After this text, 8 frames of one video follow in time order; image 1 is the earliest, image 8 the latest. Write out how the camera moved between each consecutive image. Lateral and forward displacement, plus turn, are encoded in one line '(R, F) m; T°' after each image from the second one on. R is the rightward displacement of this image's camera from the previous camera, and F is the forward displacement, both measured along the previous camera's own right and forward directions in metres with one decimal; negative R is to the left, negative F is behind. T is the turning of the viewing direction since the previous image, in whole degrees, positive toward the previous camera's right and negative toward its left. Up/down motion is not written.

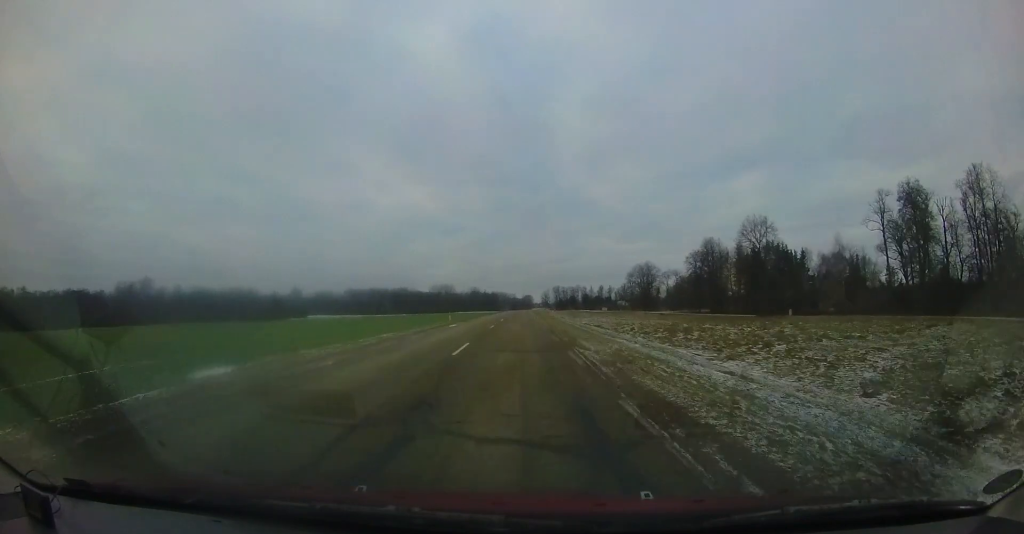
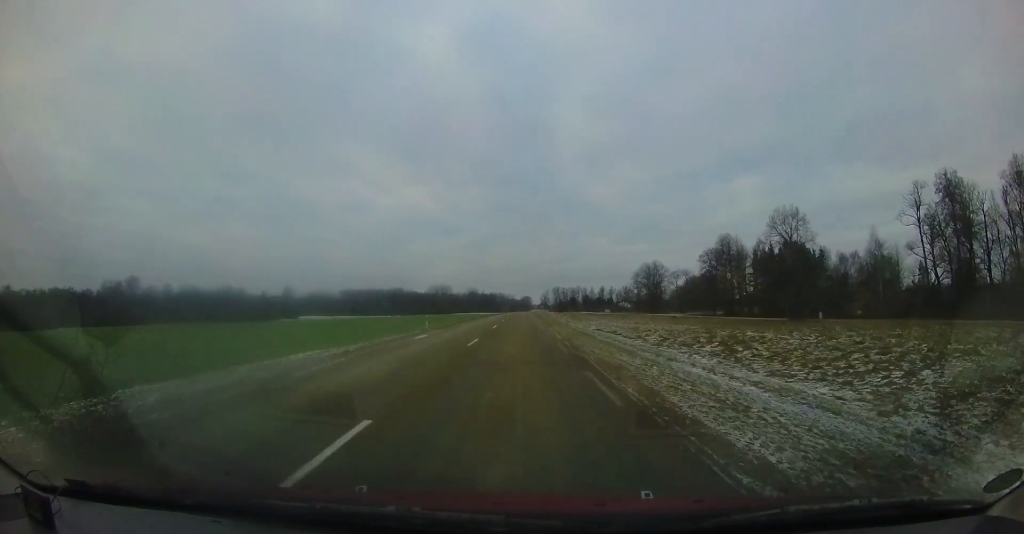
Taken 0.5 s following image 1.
(-0.3, +9.1) m; -1°
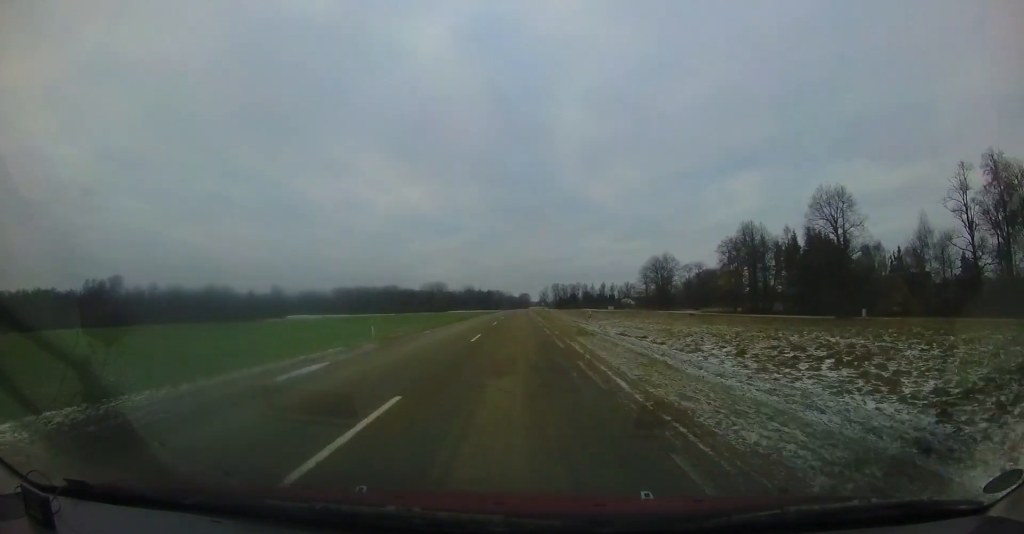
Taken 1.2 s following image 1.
(-0.1, +10.8) m; 0°
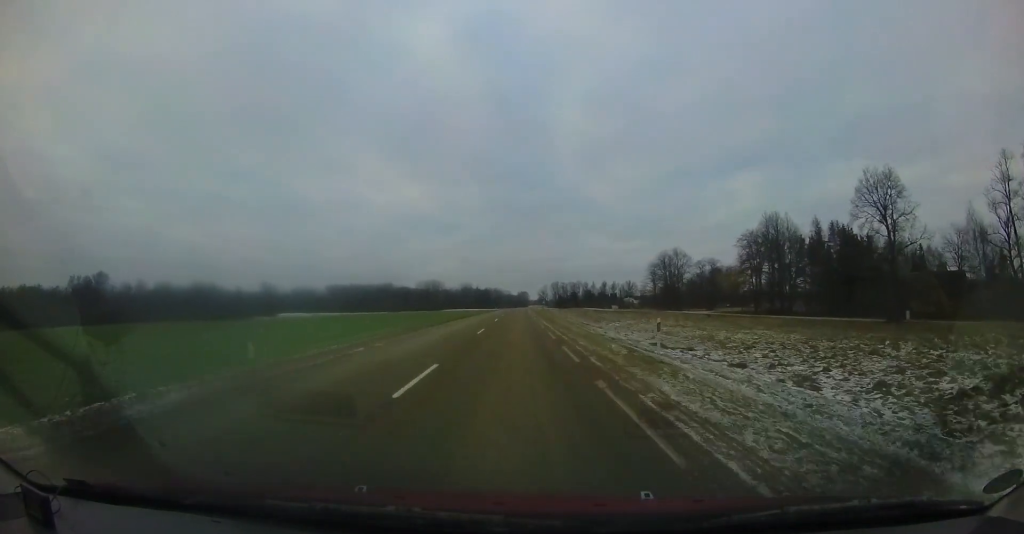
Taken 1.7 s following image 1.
(-0.1, +9.0) m; +1°
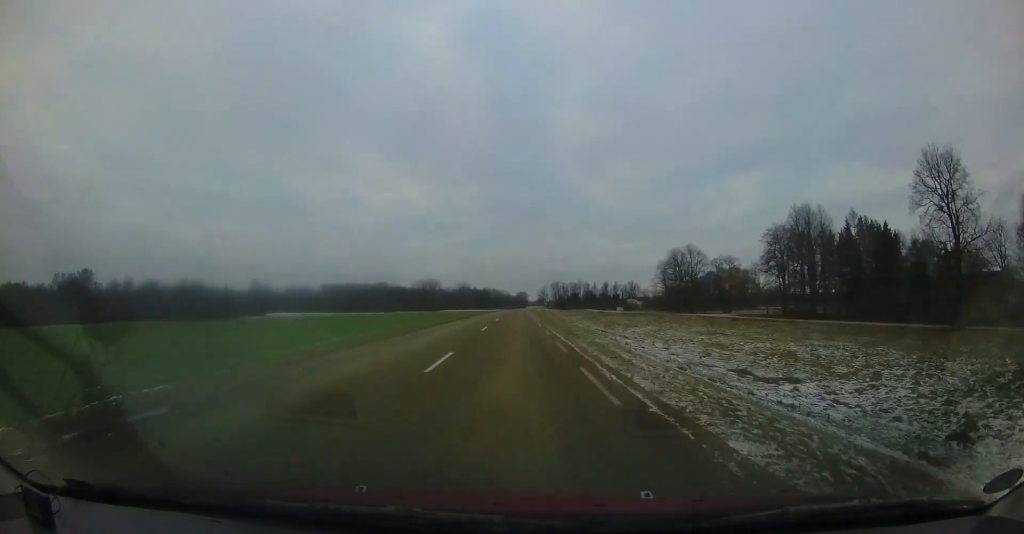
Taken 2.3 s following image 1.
(+0.2, +9.7) m; 0°
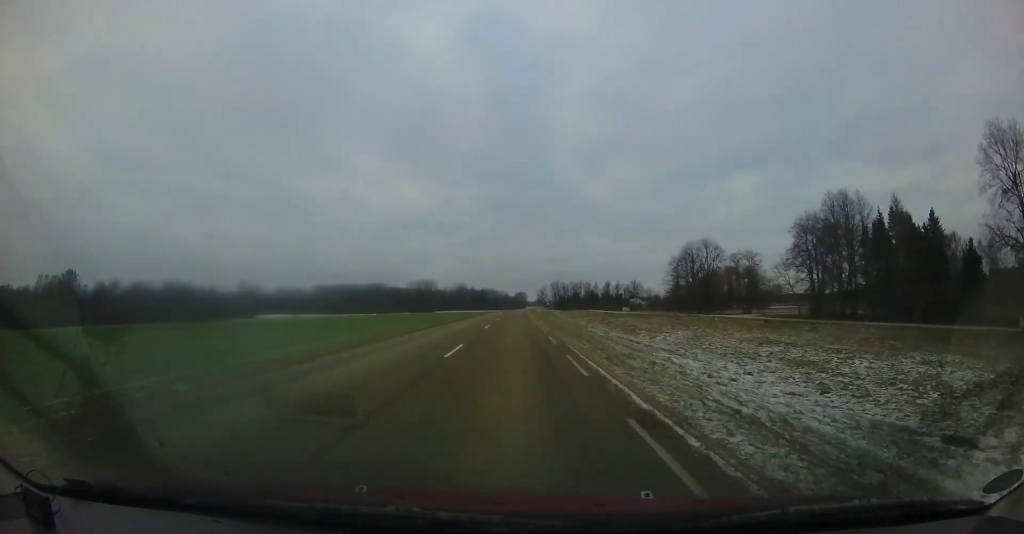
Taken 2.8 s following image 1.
(+0.2, +9.7) m; 0°
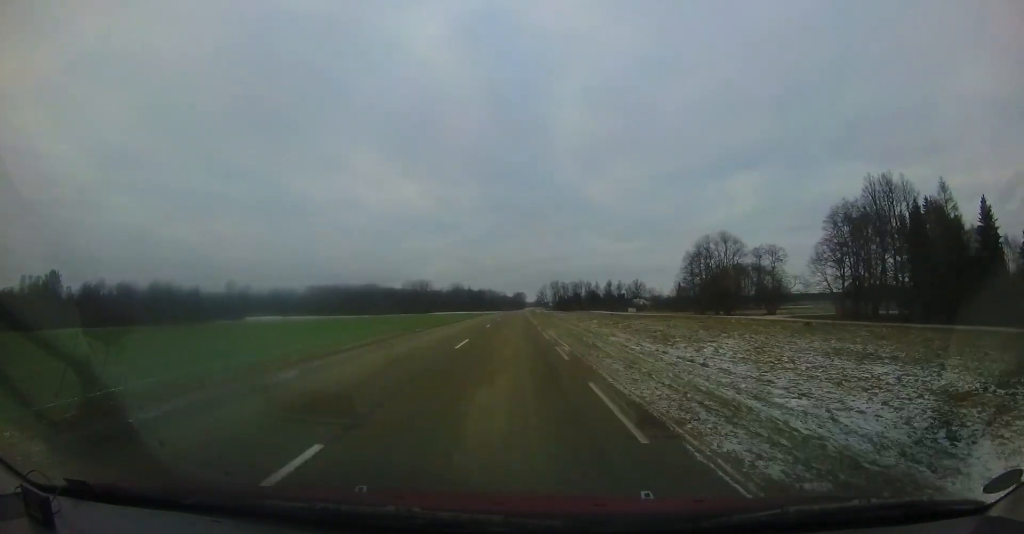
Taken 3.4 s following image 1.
(-0.2, +9.7) m; 0°
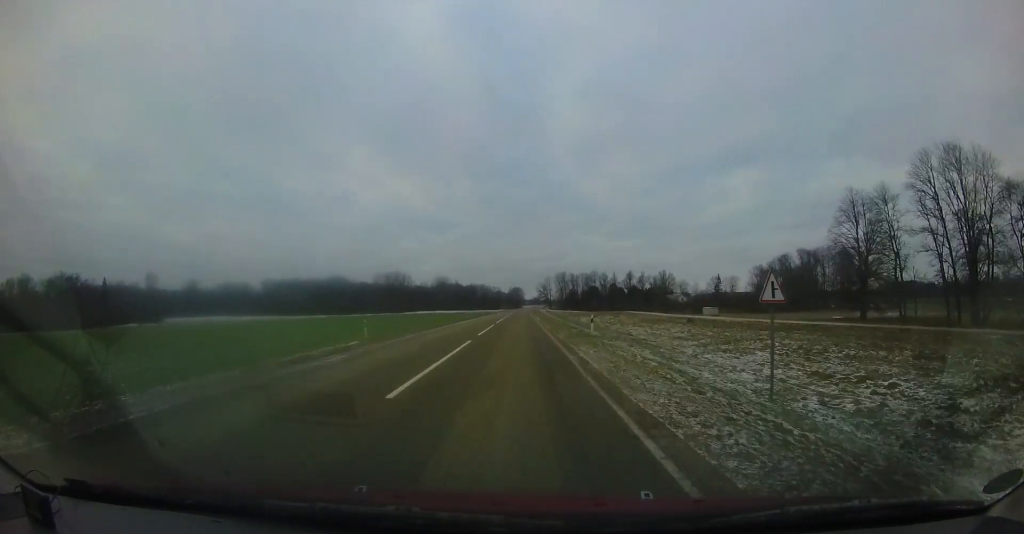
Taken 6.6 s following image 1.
(+0.1, +55.1) m; 0°
